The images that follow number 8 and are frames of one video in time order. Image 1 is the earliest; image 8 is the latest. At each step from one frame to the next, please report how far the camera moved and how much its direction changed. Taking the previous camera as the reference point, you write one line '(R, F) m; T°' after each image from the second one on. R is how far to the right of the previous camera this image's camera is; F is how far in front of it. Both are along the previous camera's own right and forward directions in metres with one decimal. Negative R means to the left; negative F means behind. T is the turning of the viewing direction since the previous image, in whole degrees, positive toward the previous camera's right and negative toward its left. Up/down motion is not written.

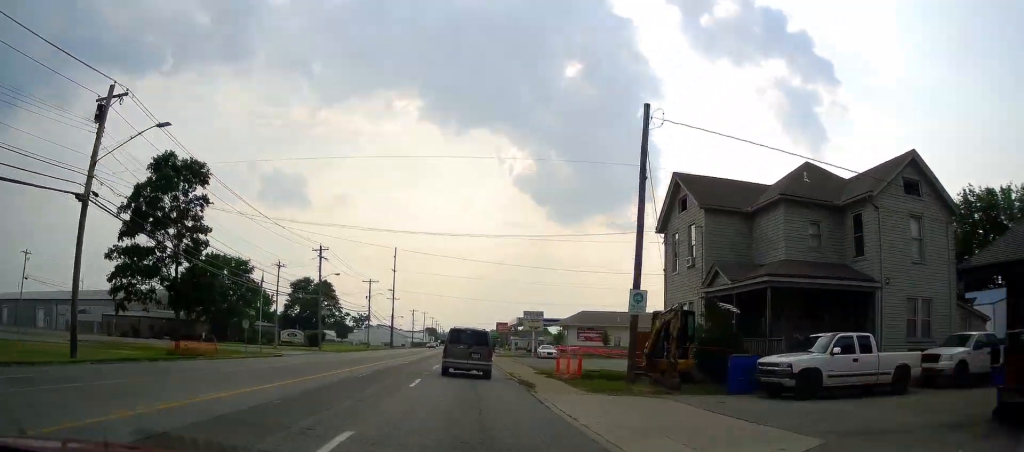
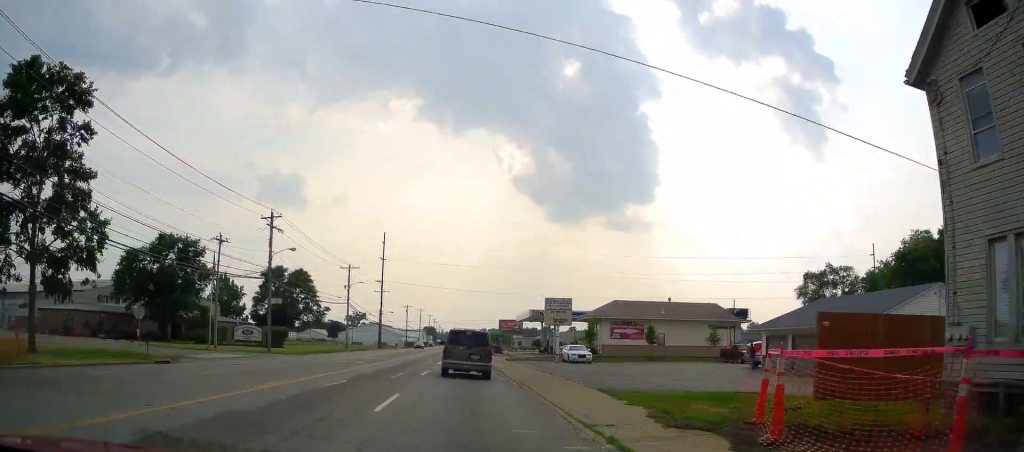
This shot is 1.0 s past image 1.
(+0.1, +18.3) m; +1°
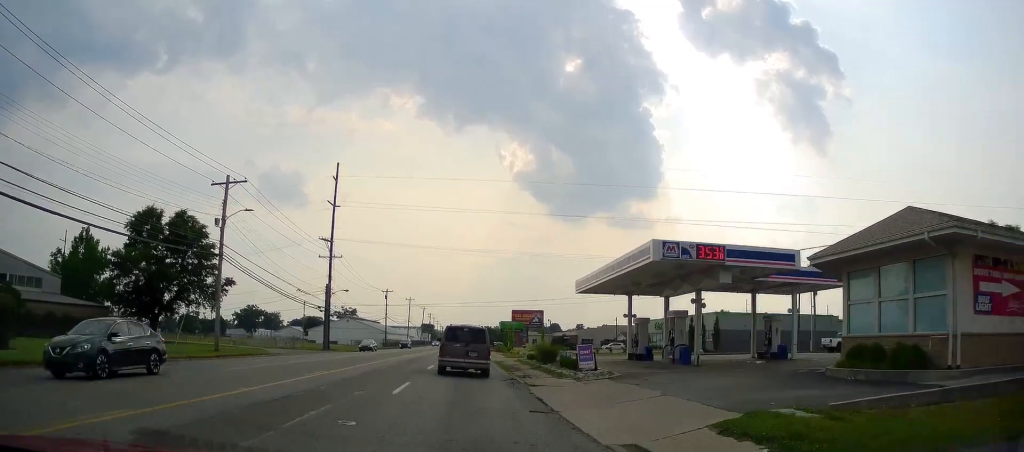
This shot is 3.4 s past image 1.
(+0.4, +45.4) m; 0°
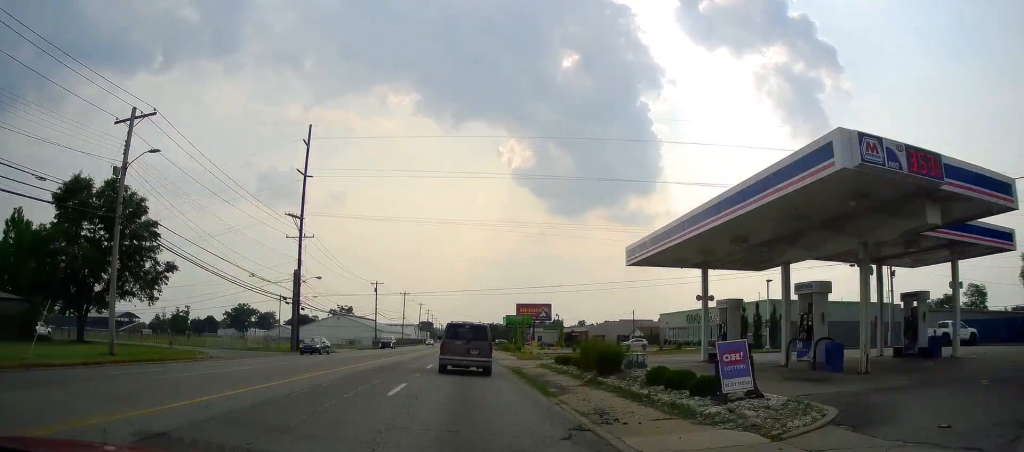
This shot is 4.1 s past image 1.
(0.0, +13.0) m; 0°
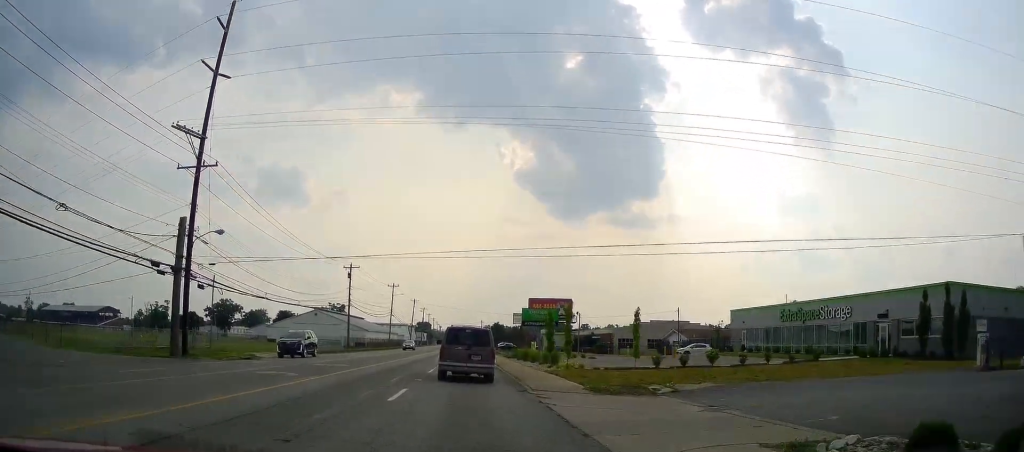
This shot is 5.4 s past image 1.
(0.0, +24.3) m; 0°
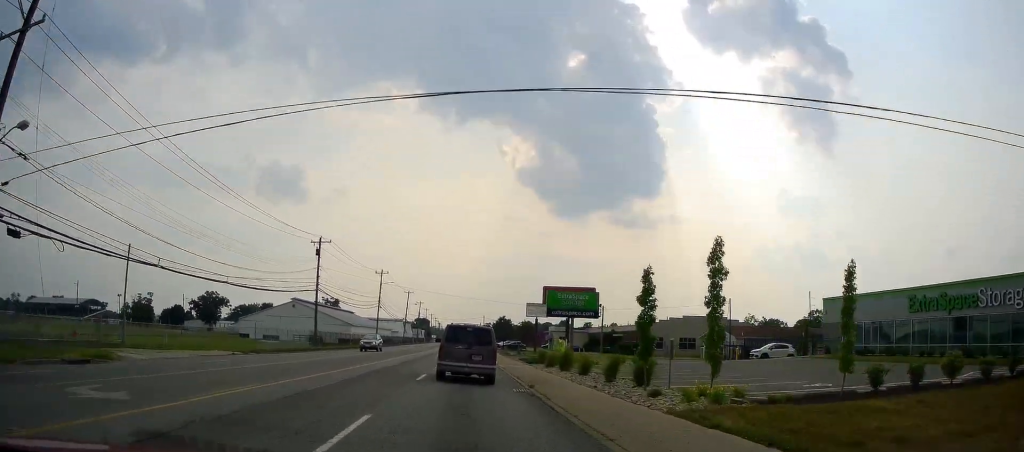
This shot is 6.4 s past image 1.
(0.0, +18.1) m; 0°
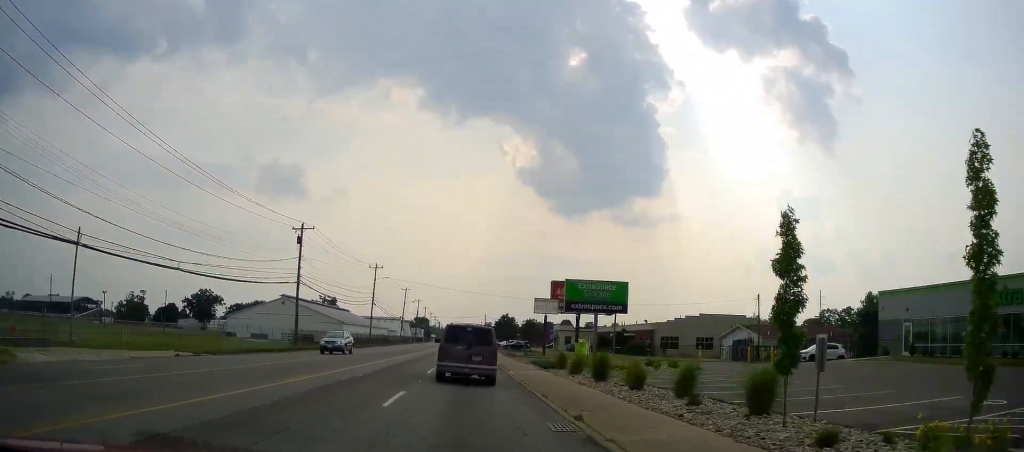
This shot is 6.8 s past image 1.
(0.0, +7.5) m; 0°
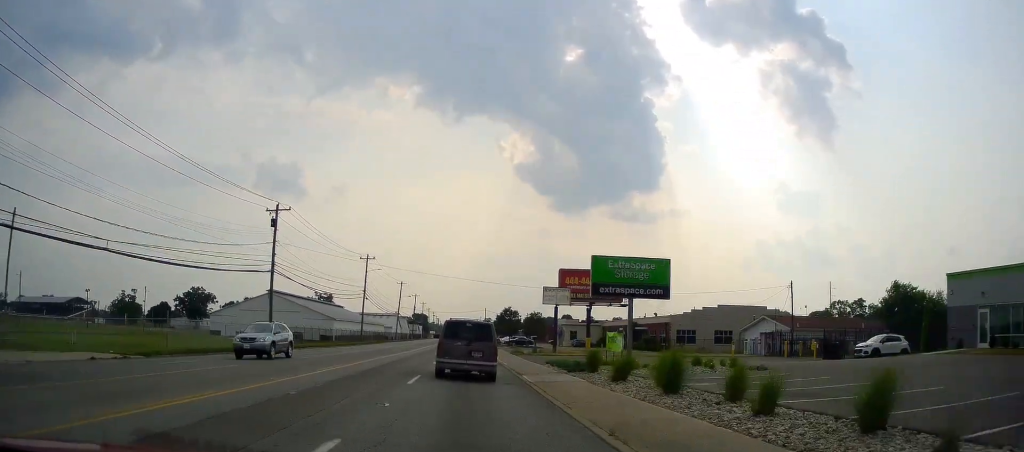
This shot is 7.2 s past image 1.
(0.0, +7.5) m; 0°
